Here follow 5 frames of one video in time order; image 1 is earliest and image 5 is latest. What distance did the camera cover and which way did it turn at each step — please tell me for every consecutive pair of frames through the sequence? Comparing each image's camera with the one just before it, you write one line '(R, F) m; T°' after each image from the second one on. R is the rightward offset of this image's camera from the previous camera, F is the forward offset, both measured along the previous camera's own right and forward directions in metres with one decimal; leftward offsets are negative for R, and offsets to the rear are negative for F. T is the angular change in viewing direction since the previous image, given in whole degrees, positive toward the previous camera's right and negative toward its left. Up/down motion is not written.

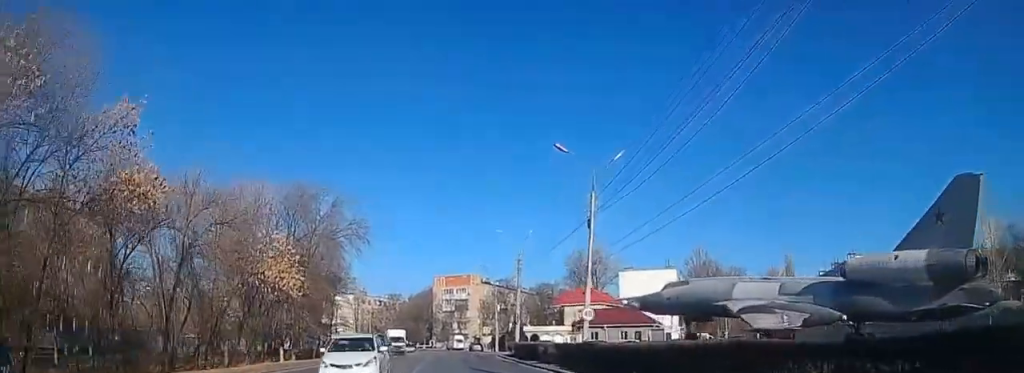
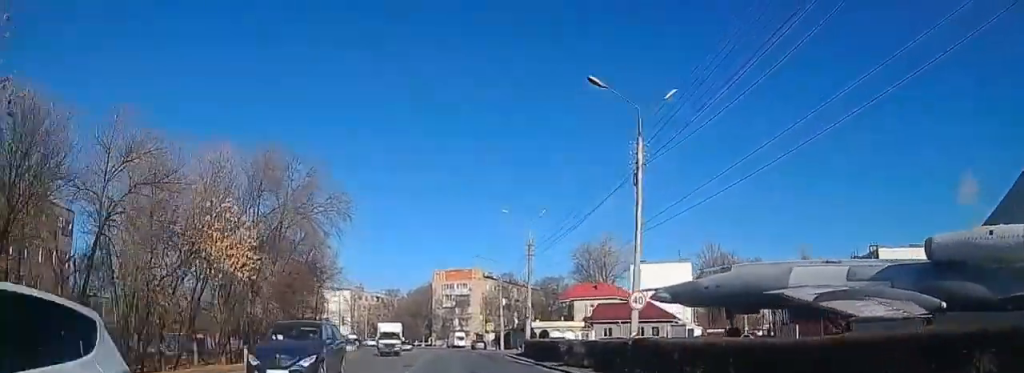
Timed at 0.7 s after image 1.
(-0.2, +8.7) m; -2°
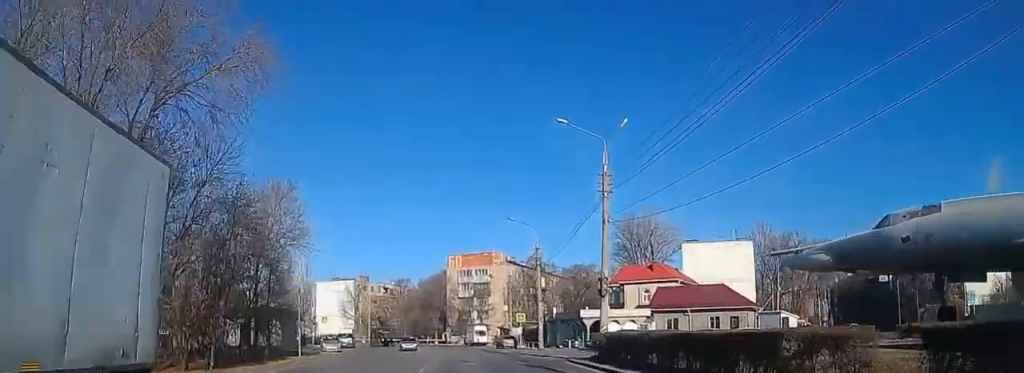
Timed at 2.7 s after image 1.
(-0.3, +26.8) m; -2°
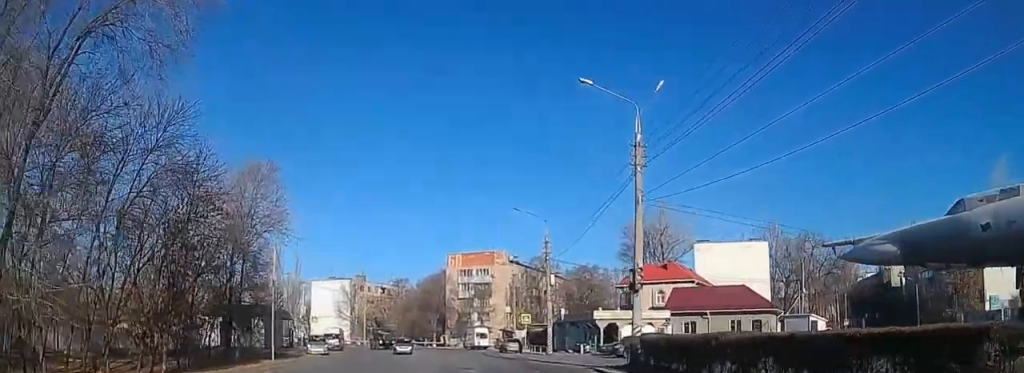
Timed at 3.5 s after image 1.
(-0.1, +9.0) m; 0°
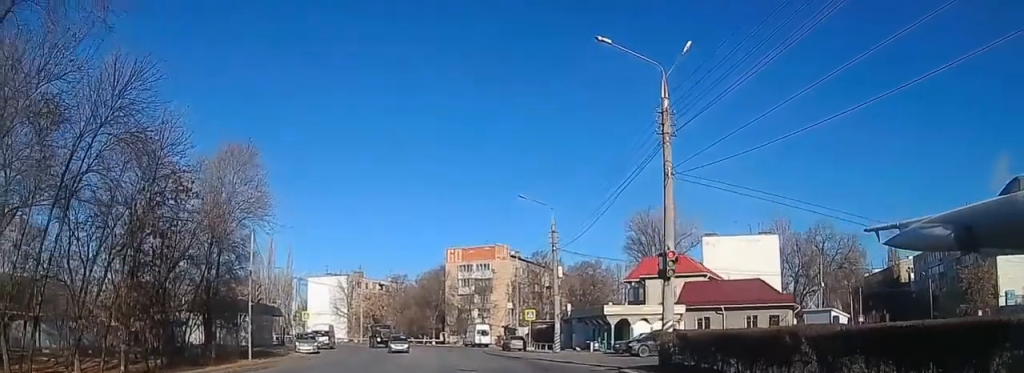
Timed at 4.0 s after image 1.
(+0.1, +6.4) m; 0°
